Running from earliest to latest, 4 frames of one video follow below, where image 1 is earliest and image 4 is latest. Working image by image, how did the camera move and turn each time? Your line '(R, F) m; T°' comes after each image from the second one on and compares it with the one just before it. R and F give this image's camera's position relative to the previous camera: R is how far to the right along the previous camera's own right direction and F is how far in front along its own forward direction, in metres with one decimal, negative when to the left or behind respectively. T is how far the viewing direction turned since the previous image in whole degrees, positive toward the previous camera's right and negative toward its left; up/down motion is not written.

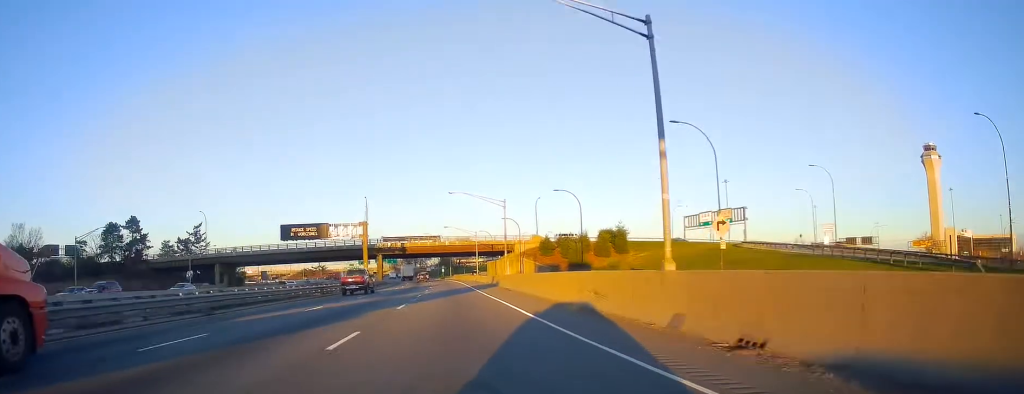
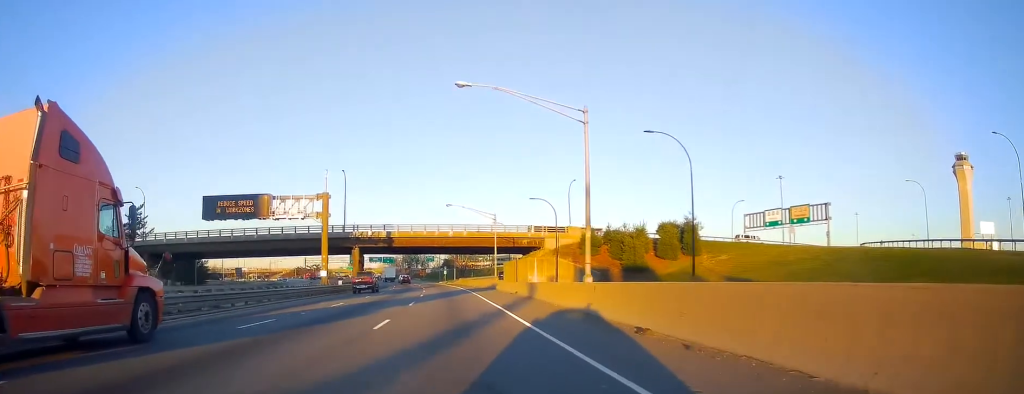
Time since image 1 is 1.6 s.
(-0.2, +32.6) m; 0°
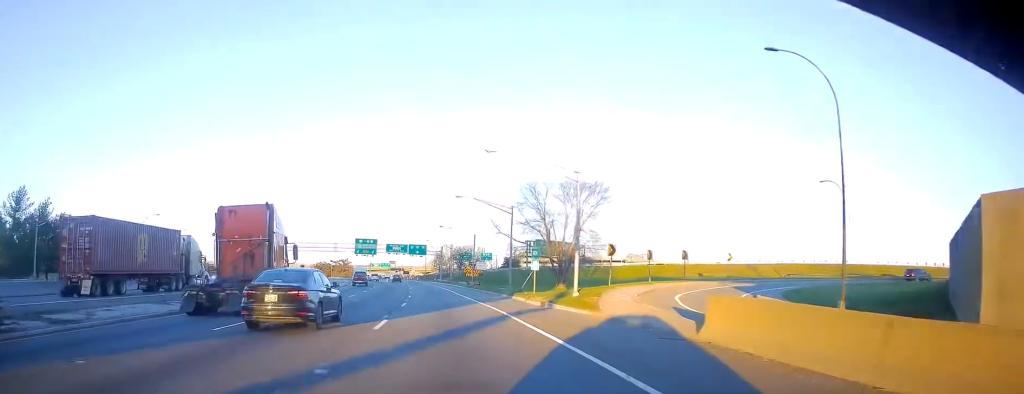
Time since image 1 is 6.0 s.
(-1.6, +87.4) m; -3°
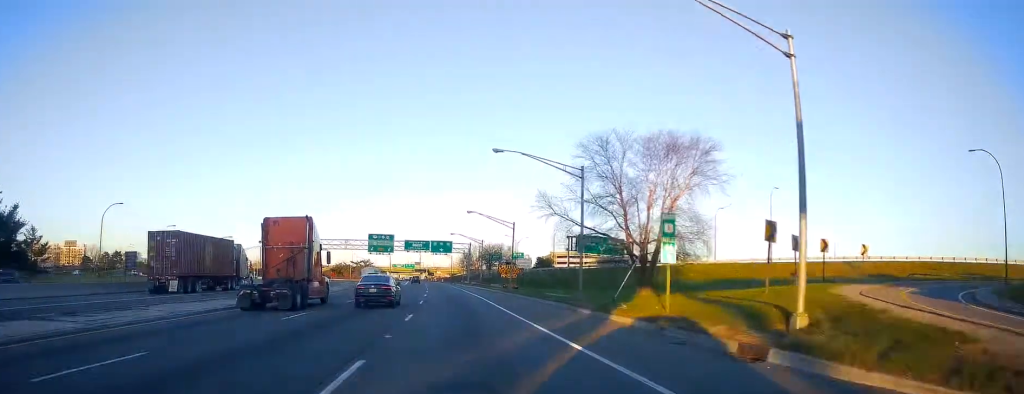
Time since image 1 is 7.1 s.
(-0.2, +20.2) m; -2°
